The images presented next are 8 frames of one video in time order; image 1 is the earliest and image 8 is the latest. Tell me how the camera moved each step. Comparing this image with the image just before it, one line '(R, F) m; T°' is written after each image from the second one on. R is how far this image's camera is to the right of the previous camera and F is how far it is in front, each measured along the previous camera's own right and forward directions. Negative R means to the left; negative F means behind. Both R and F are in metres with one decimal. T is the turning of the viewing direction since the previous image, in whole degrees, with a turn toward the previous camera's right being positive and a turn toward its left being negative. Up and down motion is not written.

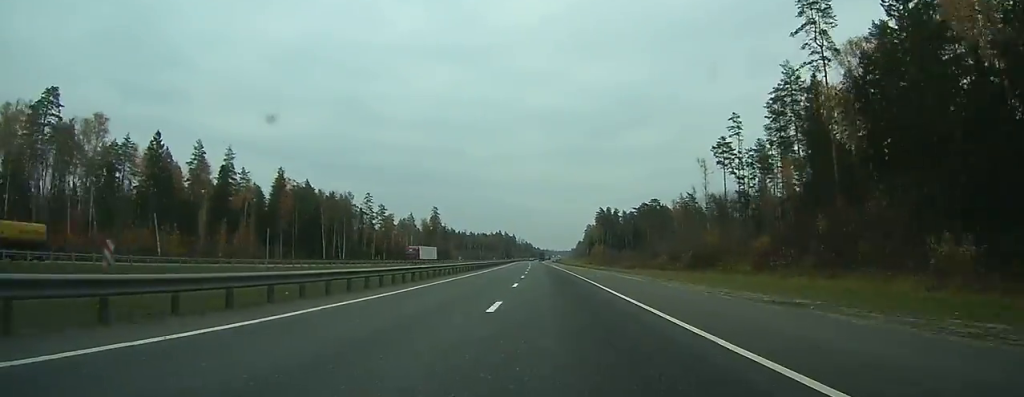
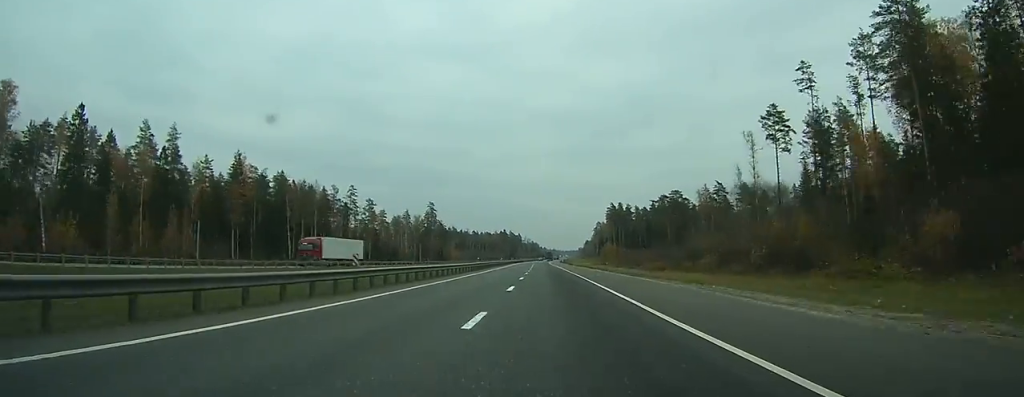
(0.0, +25.4) m; -1°
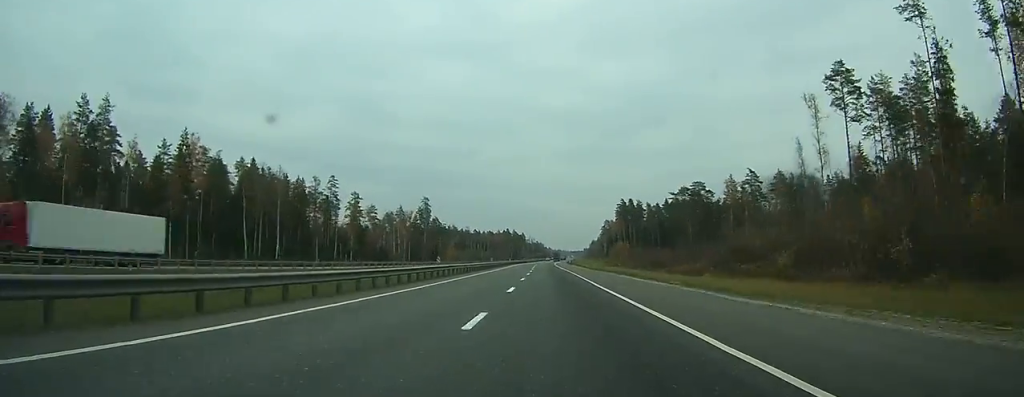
(-0.3, +24.6) m; -1°
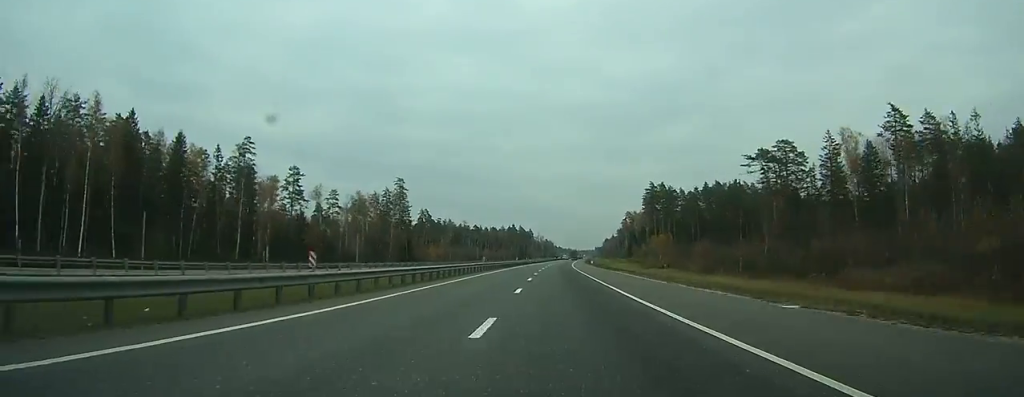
(-0.8, +65.1) m; 0°
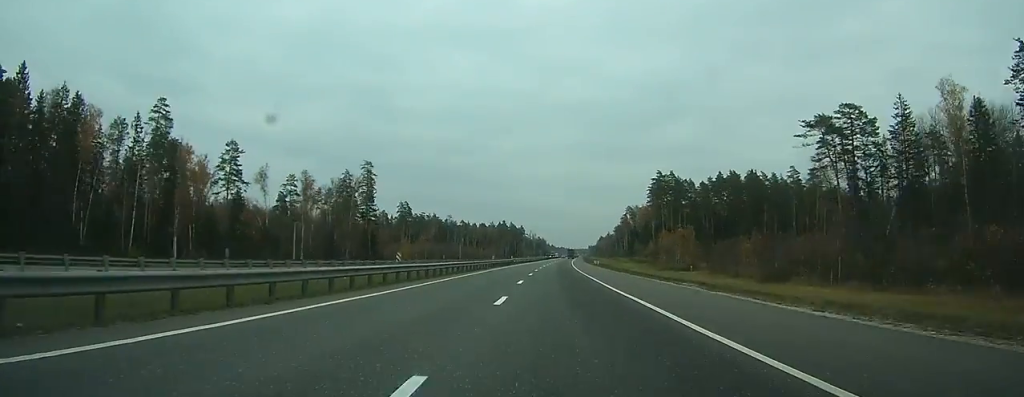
(0.0, +32.8) m; 0°
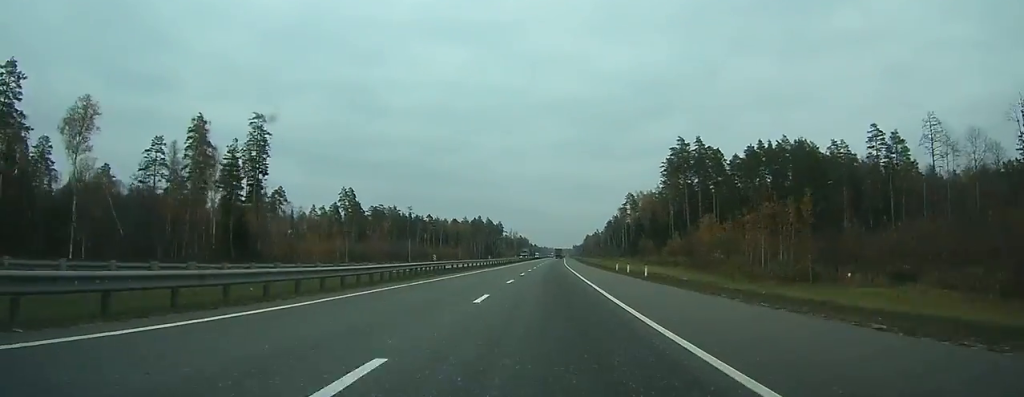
(+0.8, +62.0) m; +1°
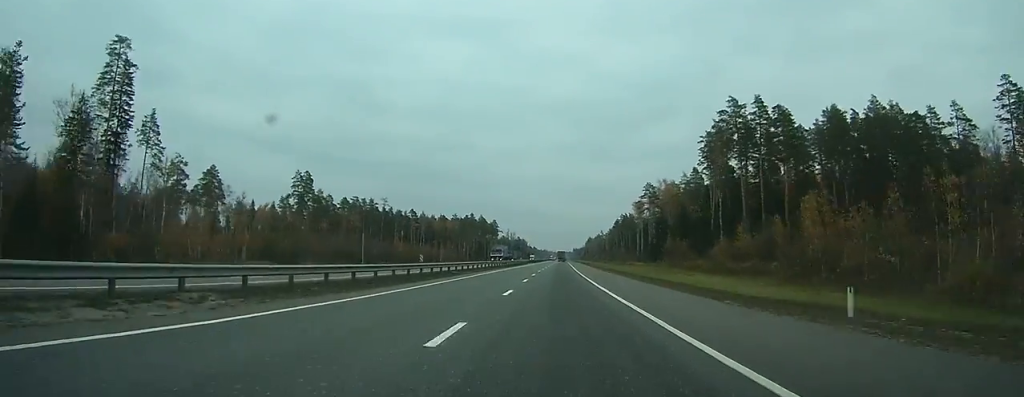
(+0.2, +42.6) m; +1°
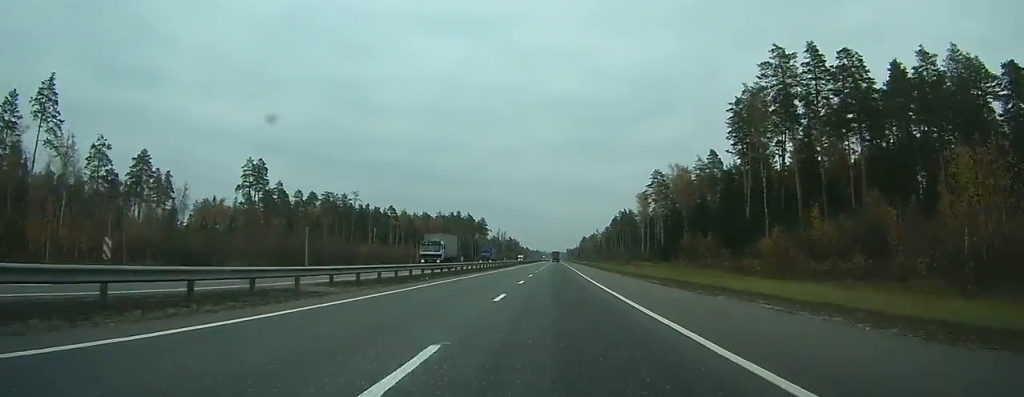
(+0.2, +24.8) m; 0°
